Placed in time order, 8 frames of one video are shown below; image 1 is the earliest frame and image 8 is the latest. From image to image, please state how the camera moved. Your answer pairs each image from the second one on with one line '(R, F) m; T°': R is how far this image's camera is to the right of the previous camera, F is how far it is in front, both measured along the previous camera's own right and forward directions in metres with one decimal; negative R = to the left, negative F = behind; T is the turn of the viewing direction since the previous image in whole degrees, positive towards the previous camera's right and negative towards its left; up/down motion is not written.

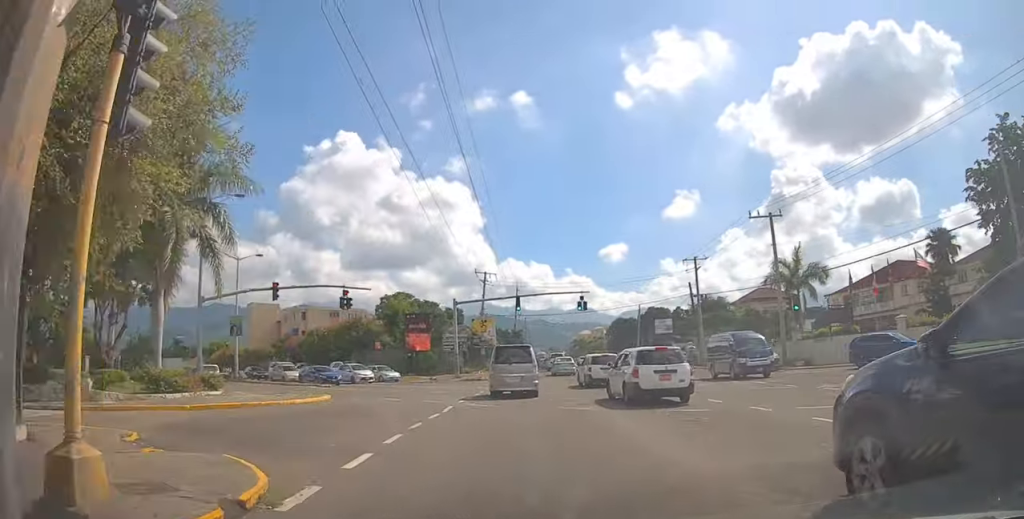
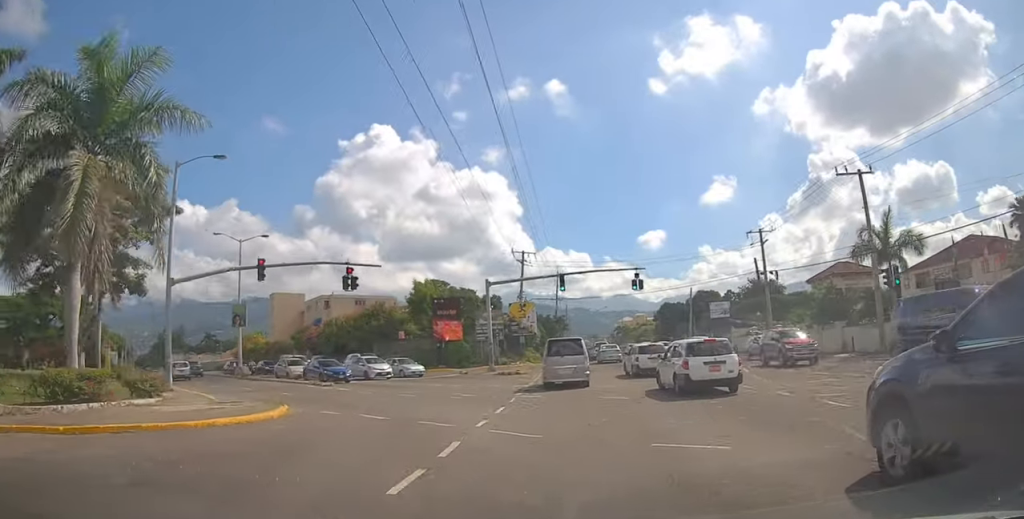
(-0.4, +6.9) m; -6°
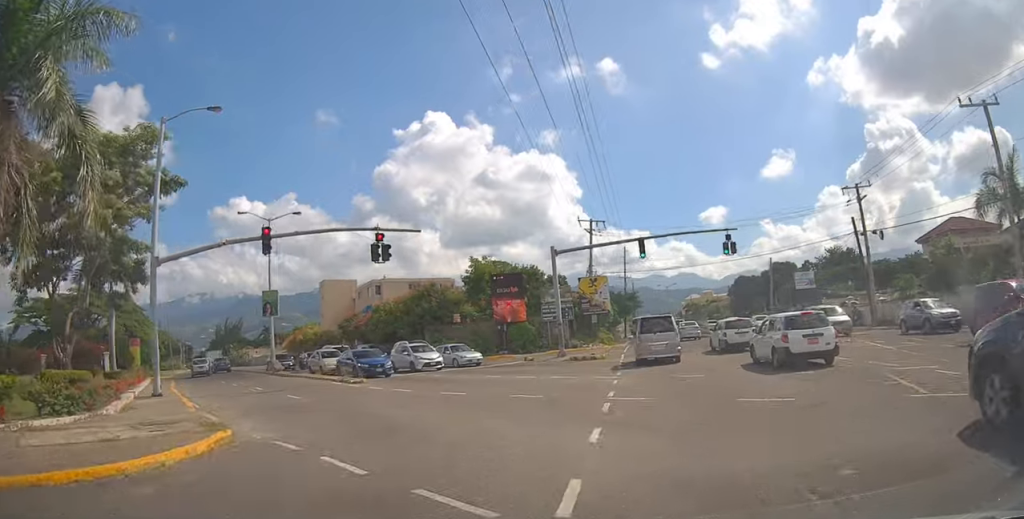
(-0.3, +6.0) m; -7°
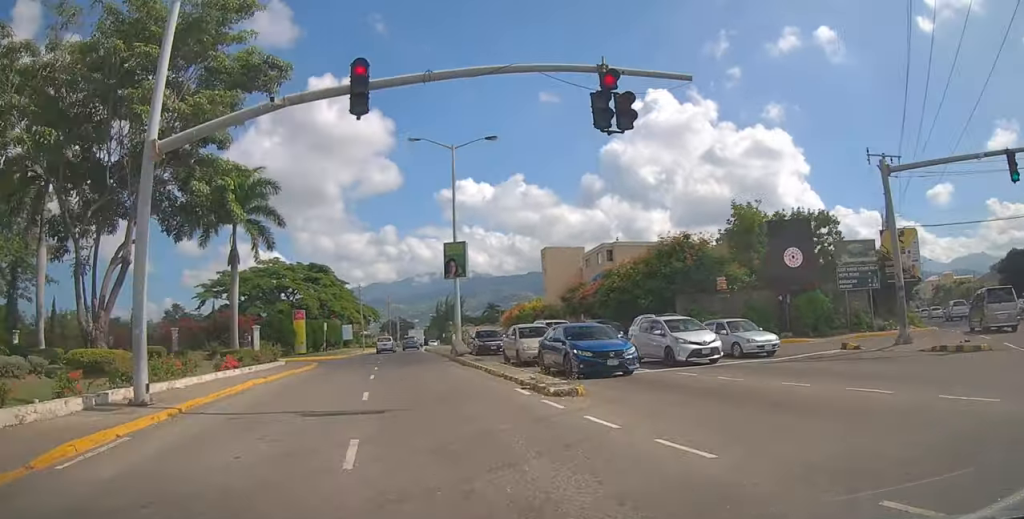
(-1.6, +12.5) m; -18°
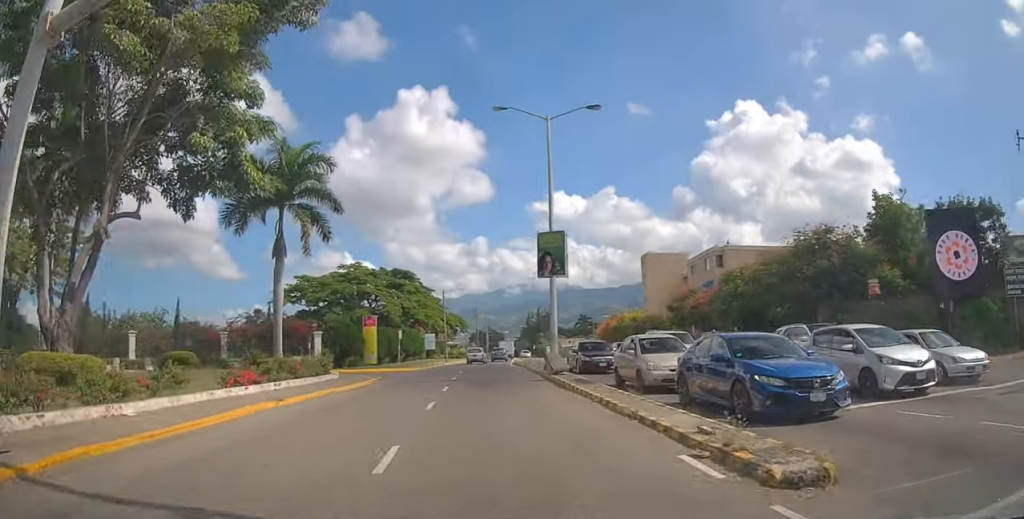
(-0.6, +5.8) m; -7°
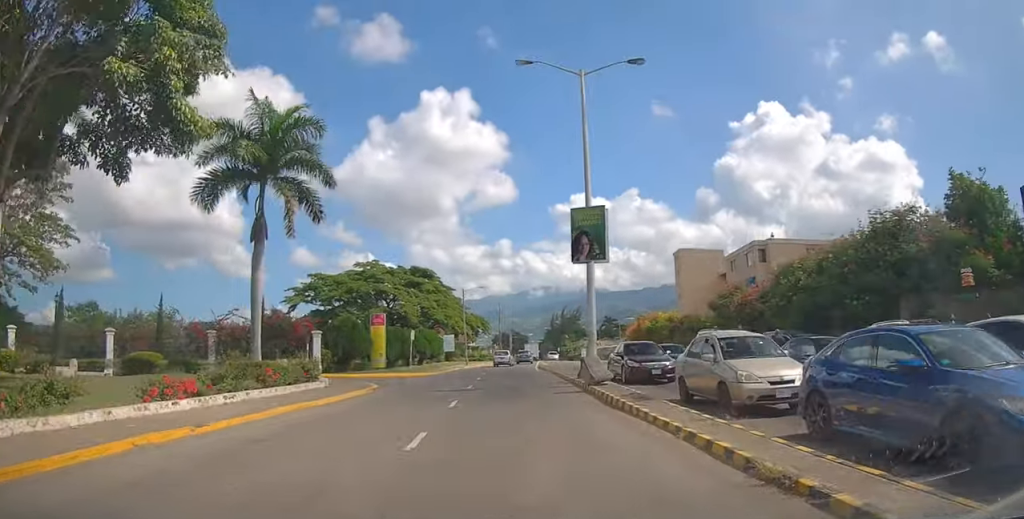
(-0.2, +4.5) m; -4°
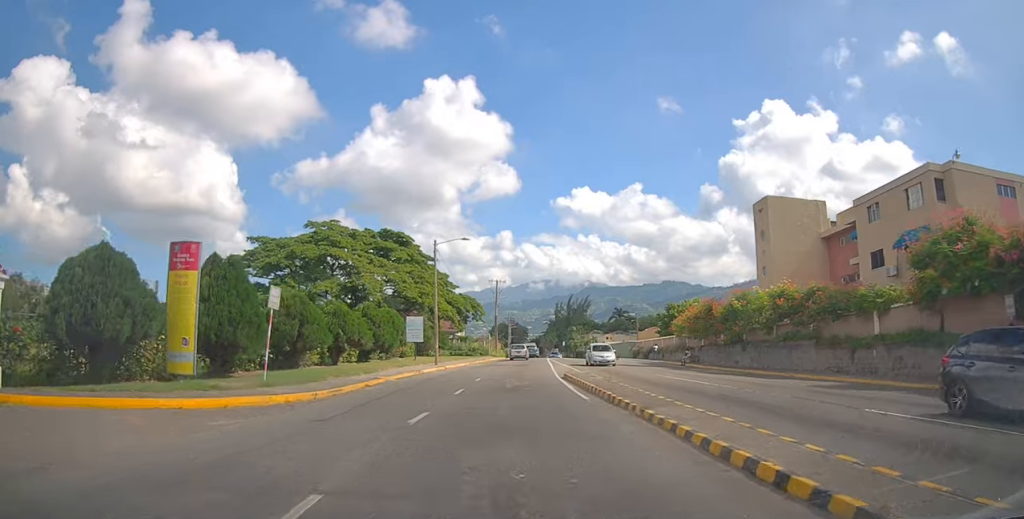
(-1.4, +22.6) m; -5°
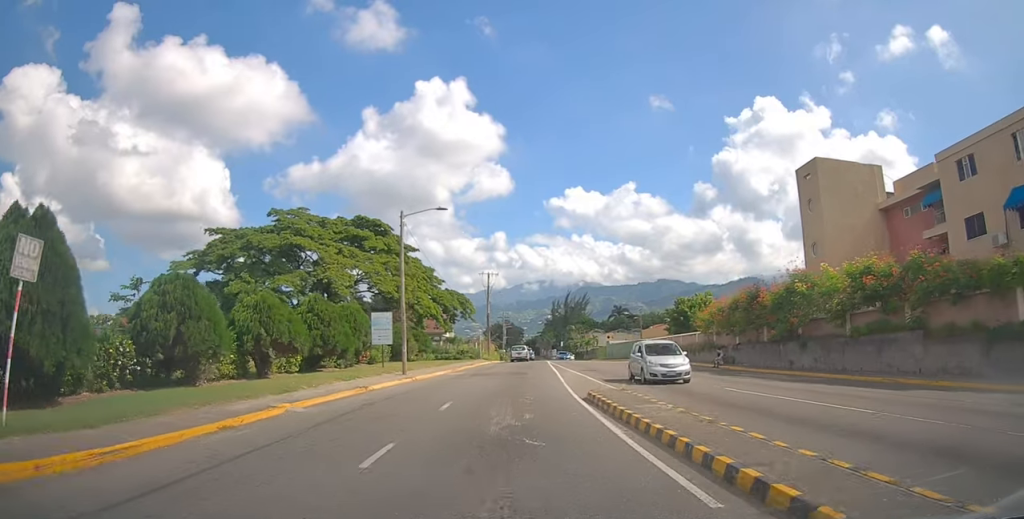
(0.0, +9.0) m; +1°
